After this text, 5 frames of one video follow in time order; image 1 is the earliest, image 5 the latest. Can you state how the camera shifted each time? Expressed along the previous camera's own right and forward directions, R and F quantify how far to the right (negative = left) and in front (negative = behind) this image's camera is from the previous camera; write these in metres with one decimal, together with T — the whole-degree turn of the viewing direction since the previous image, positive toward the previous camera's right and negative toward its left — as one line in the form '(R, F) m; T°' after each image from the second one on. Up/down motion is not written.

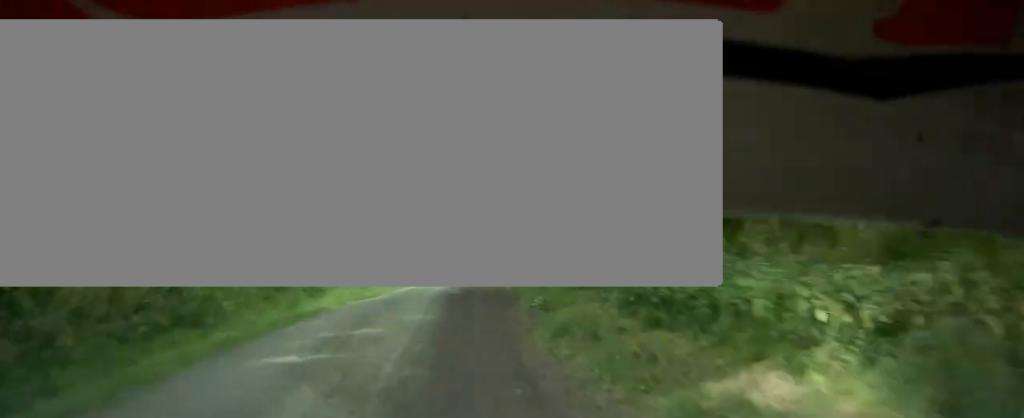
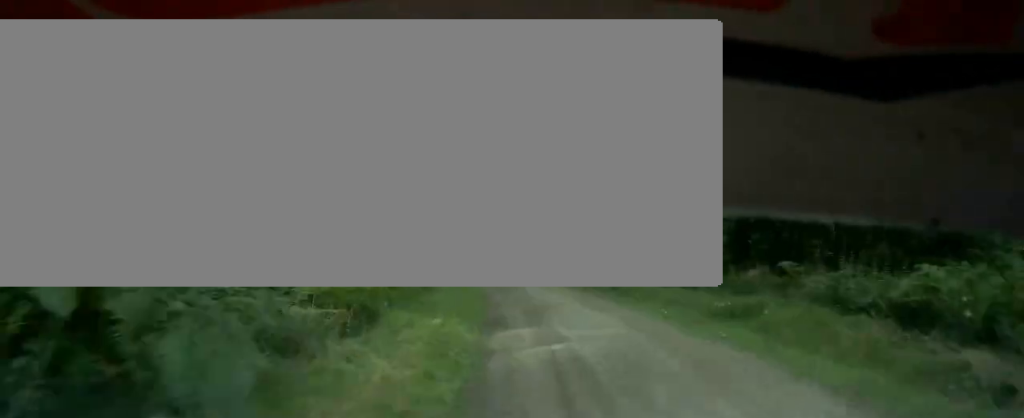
(-3.3, +87.1) m; -4°
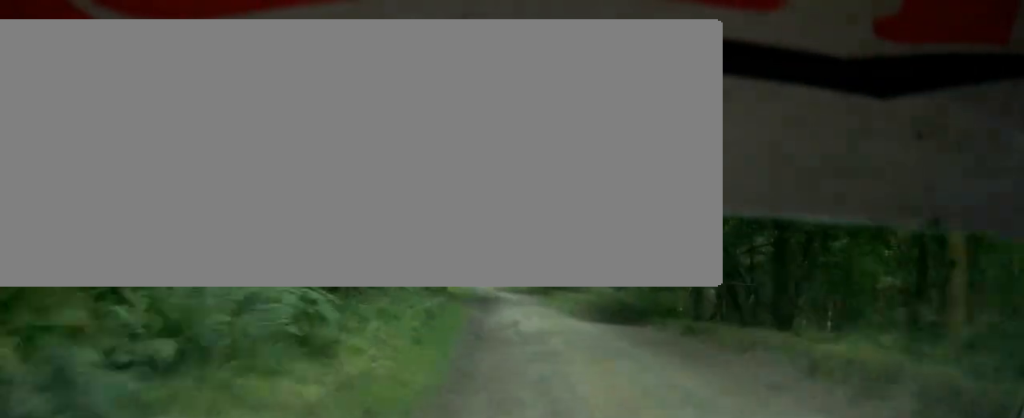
(-0.2, +31.5) m; -2°
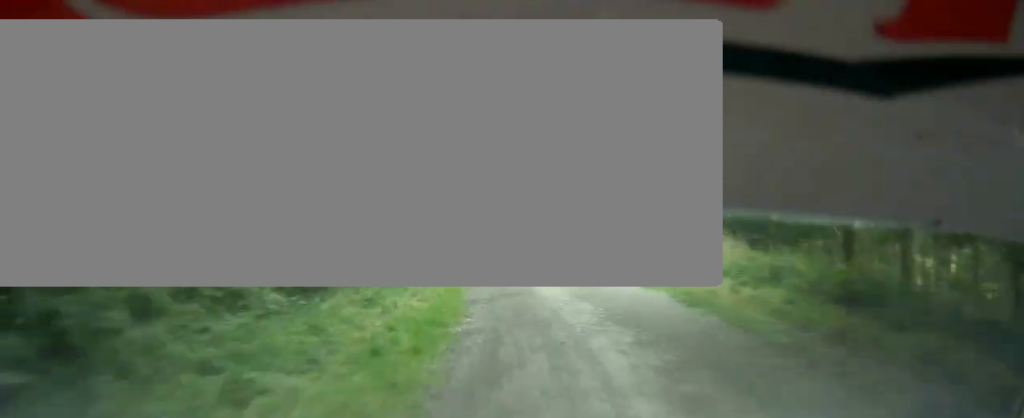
(-1.3, +40.5) m; -7°
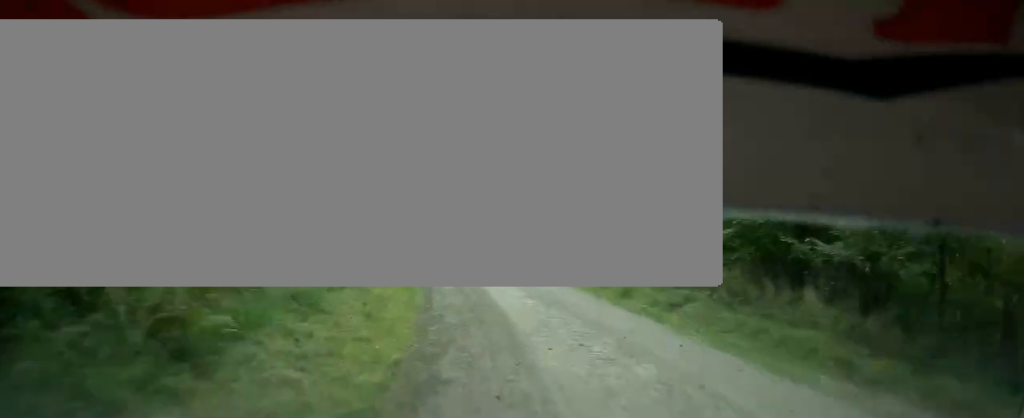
(-2.8, +35.5) m; -9°
